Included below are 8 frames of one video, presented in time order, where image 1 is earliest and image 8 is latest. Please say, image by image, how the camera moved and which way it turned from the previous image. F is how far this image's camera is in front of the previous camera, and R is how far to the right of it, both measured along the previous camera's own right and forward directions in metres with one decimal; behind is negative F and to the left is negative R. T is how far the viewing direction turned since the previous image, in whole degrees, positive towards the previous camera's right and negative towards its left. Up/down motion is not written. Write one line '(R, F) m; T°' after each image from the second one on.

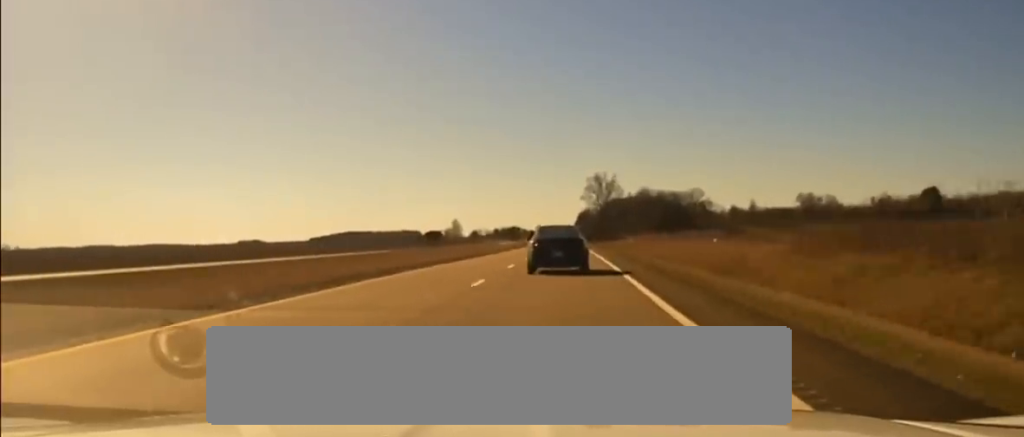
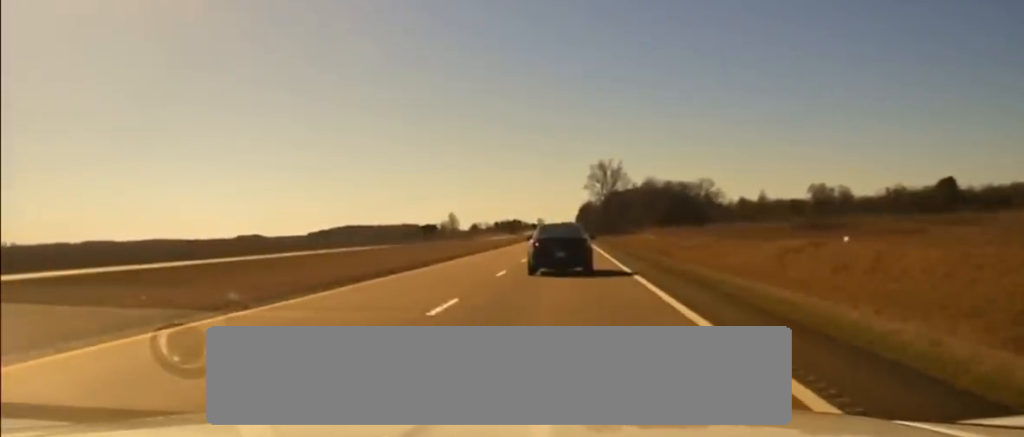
(0.0, +32.6) m; 0°
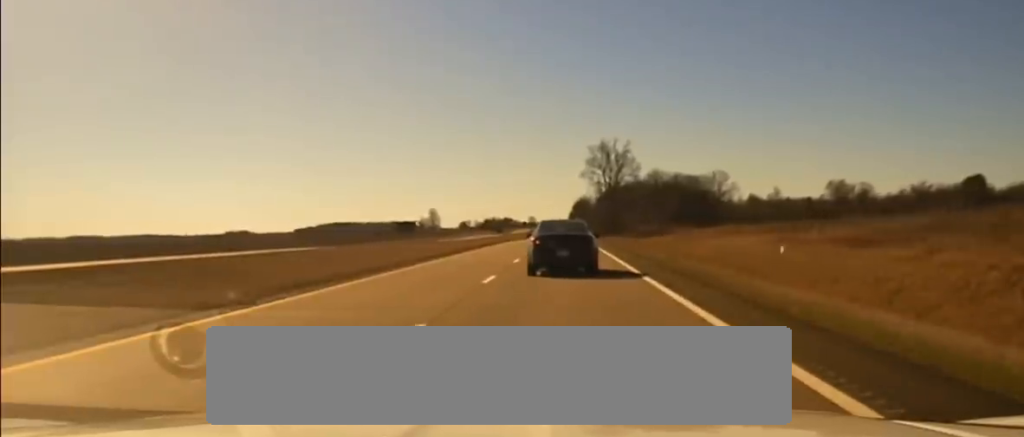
(-0.4, +67.1) m; -1°
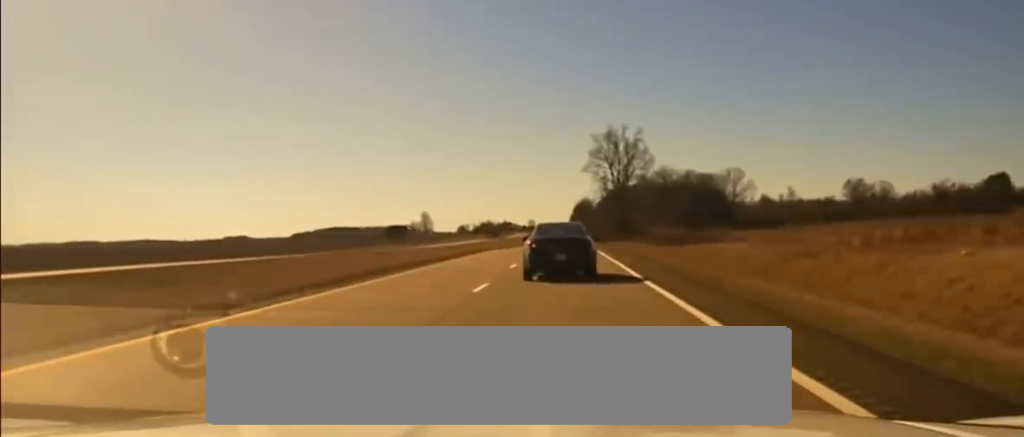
(-0.3, +40.4) m; +1°
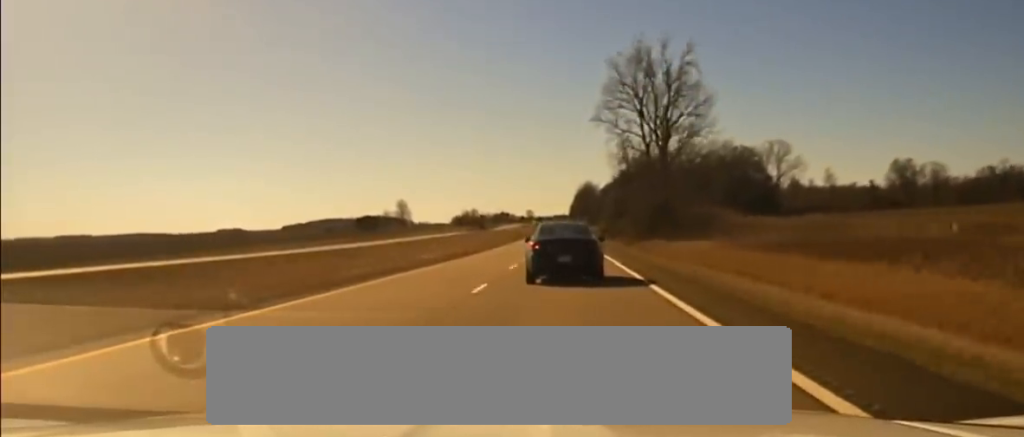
(+1.1, +84.0) m; 0°
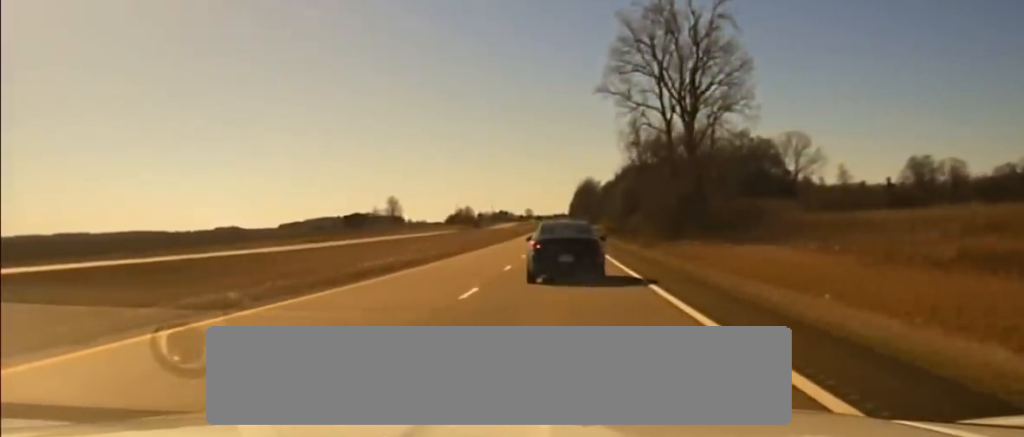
(0.0, +27.8) m; 0°
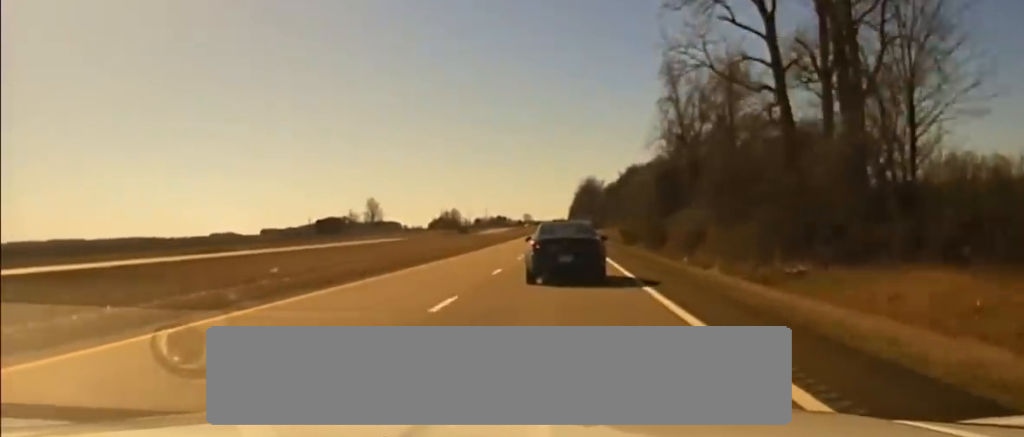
(0.0, +49.7) m; 0°
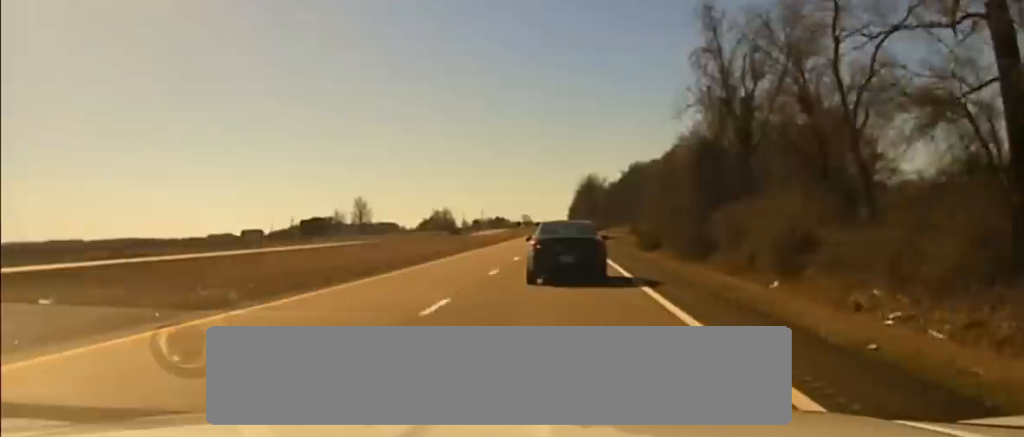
(0.0, +24.8) m; 0°
